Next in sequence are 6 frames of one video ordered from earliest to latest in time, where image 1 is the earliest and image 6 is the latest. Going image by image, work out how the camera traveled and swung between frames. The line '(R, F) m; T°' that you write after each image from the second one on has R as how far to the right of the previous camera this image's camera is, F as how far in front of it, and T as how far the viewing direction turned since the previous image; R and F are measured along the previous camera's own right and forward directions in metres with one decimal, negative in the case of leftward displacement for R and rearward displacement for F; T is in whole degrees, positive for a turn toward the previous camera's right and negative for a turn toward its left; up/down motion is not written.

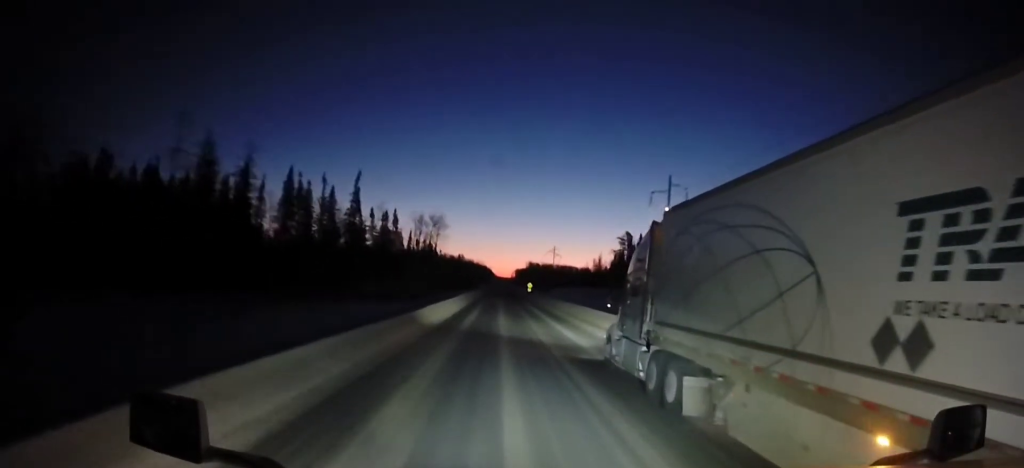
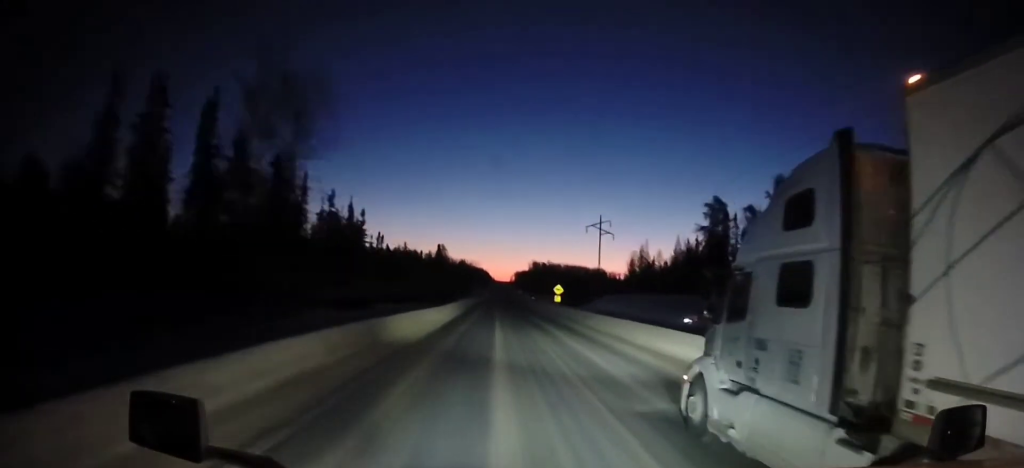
(+1.1, +82.7) m; 0°
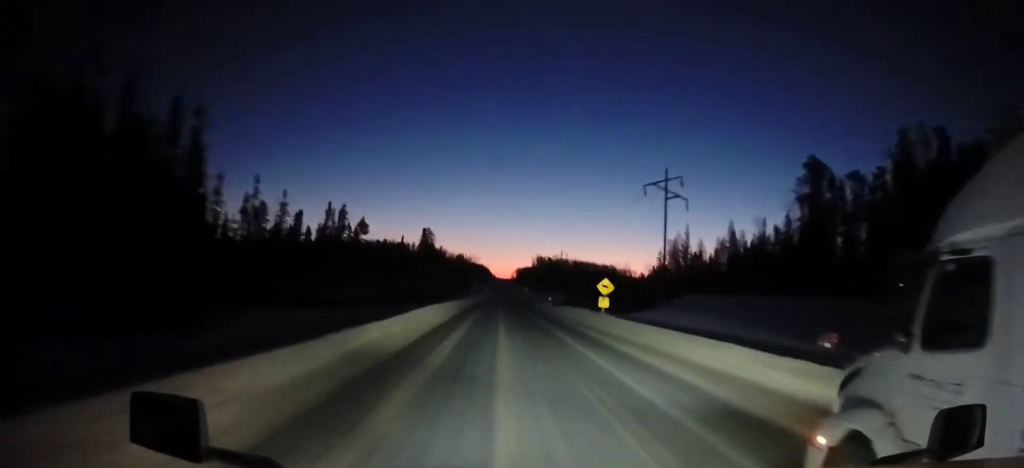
(-0.2, +37.2) m; 0°
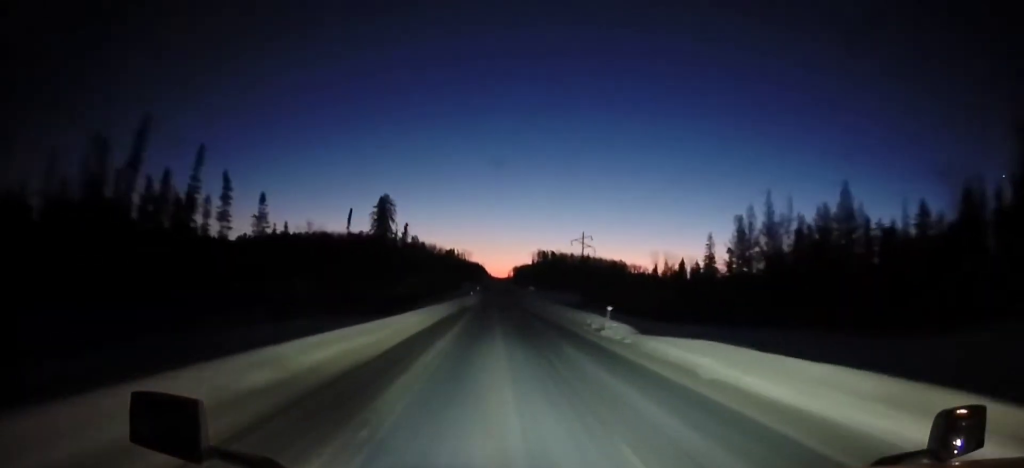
(0.0, +46.2) m; 0°
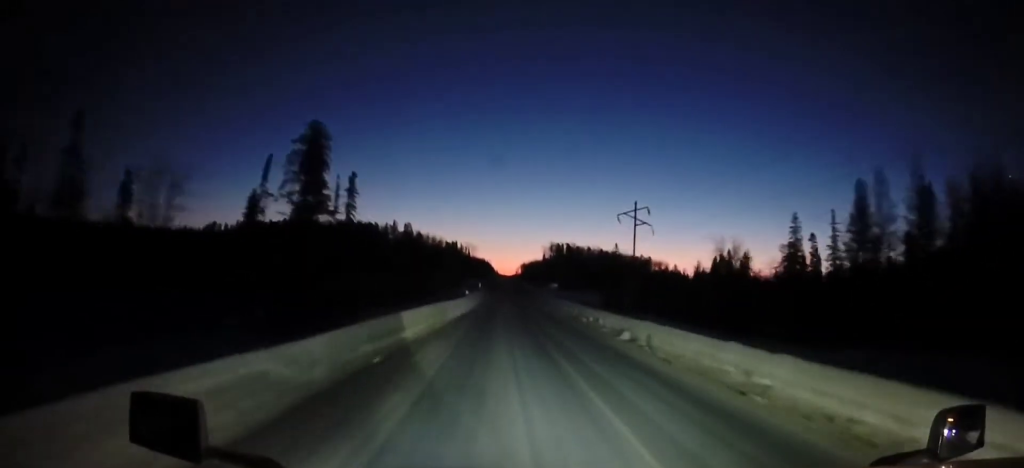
(-0.4, +37.5) m; -1°
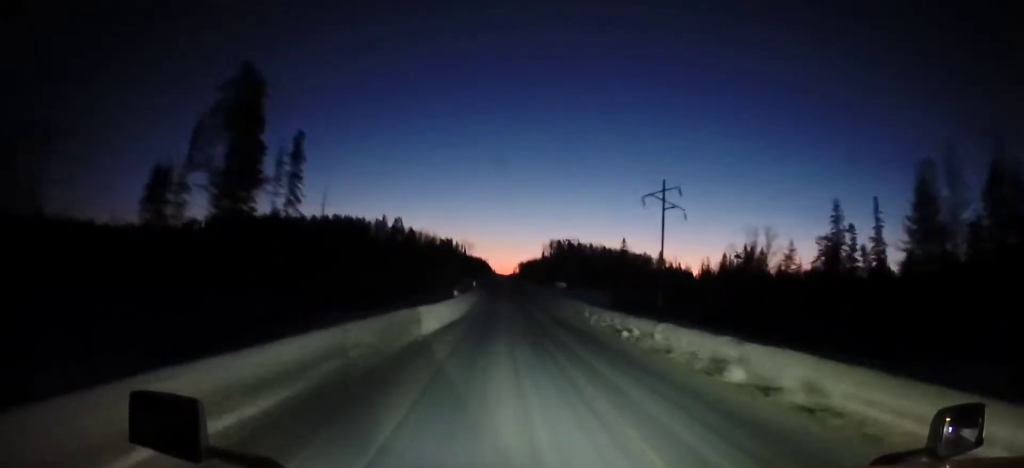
(-0.1, +14.3) m; 0°
